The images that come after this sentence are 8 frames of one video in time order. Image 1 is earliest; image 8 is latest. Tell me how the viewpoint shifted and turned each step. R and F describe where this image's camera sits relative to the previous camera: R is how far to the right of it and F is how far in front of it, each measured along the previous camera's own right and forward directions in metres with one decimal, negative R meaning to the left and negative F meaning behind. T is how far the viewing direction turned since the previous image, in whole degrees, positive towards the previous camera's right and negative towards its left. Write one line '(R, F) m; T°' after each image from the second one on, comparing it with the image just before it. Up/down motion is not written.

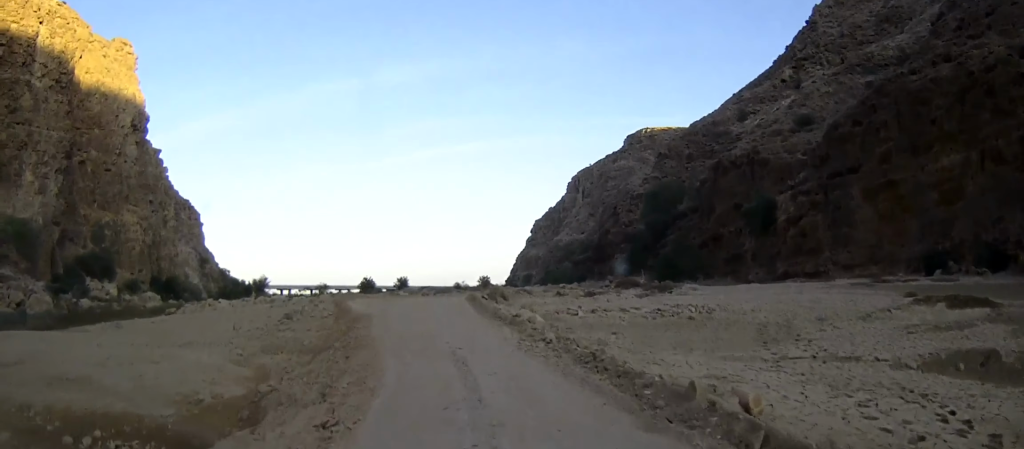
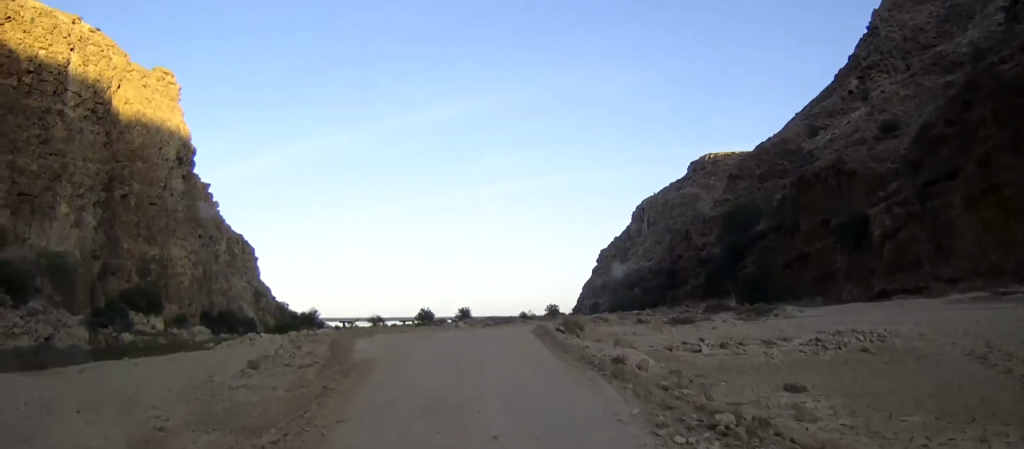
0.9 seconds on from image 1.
(-0.3, +9.3) m; -4°
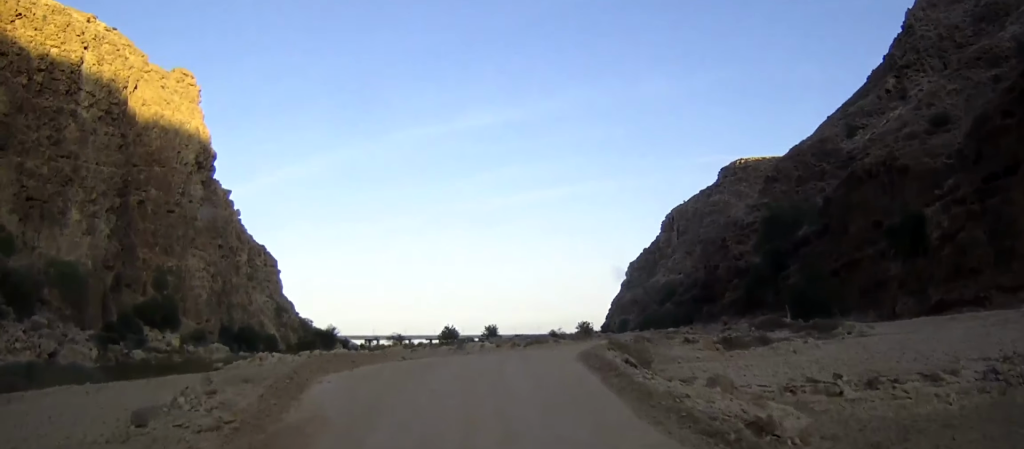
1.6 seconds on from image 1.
(-0.2, +6.8) m; -1°
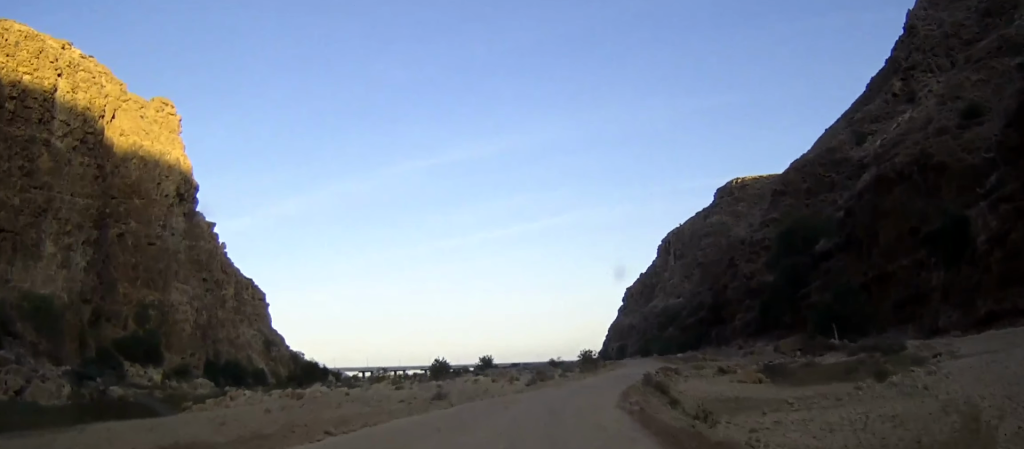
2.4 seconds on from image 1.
(-0.1, +9.6) m; 0°
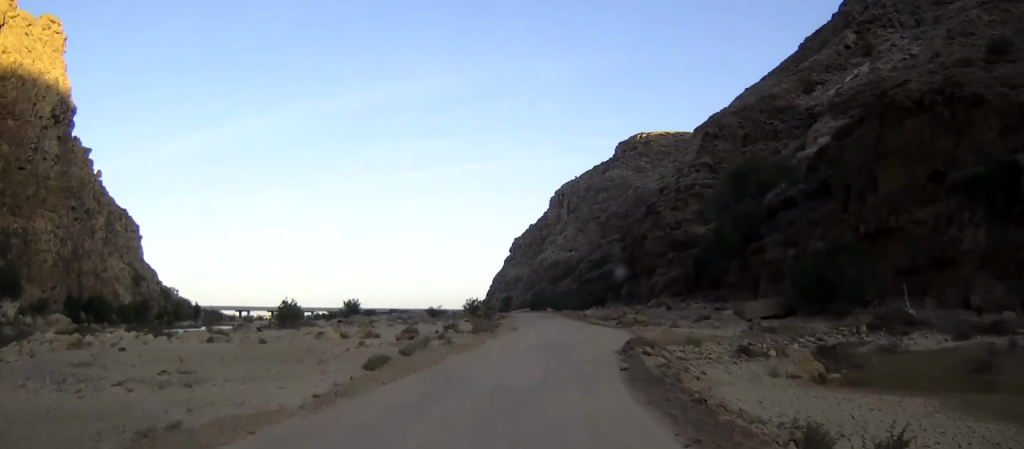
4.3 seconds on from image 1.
(+1.1, +21.7) m; +7°
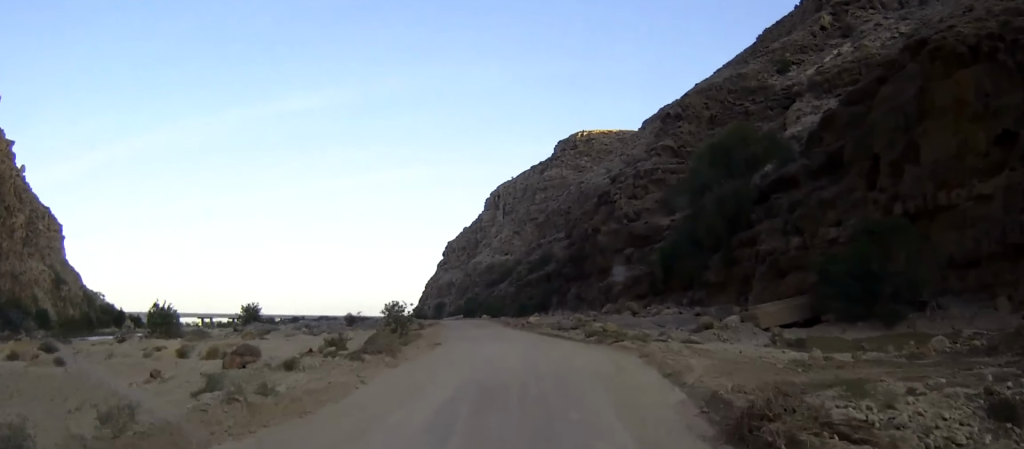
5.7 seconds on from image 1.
(+1.0, +16.6) m; +5°
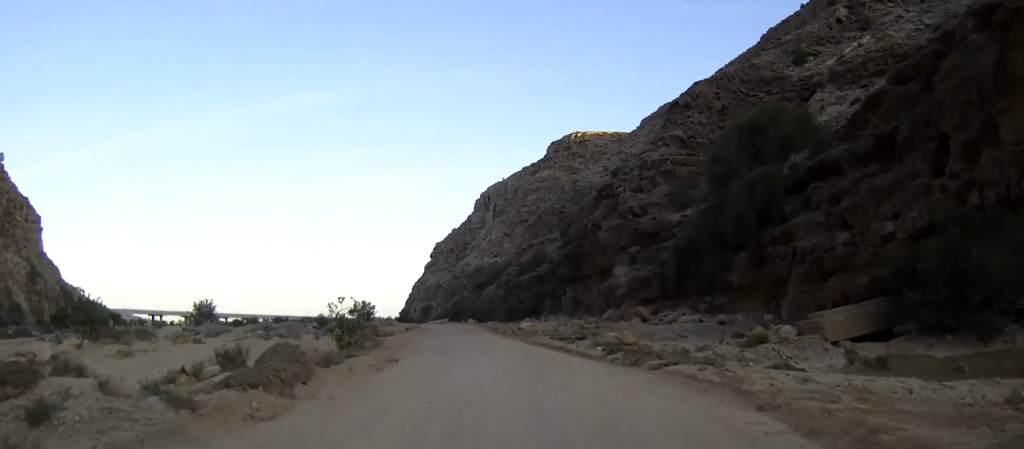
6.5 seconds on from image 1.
(+0.2, +10.5) m; +1°
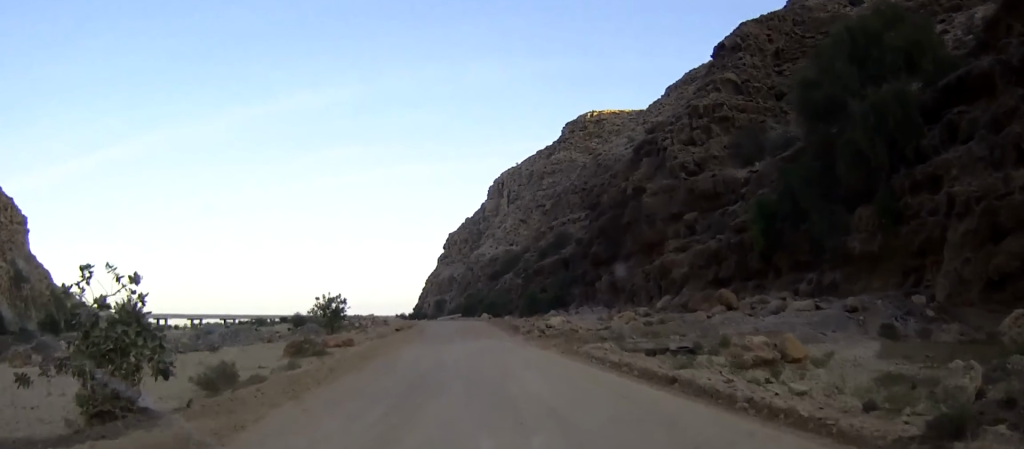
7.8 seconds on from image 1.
(+0.1, +19.1) m; -1°
